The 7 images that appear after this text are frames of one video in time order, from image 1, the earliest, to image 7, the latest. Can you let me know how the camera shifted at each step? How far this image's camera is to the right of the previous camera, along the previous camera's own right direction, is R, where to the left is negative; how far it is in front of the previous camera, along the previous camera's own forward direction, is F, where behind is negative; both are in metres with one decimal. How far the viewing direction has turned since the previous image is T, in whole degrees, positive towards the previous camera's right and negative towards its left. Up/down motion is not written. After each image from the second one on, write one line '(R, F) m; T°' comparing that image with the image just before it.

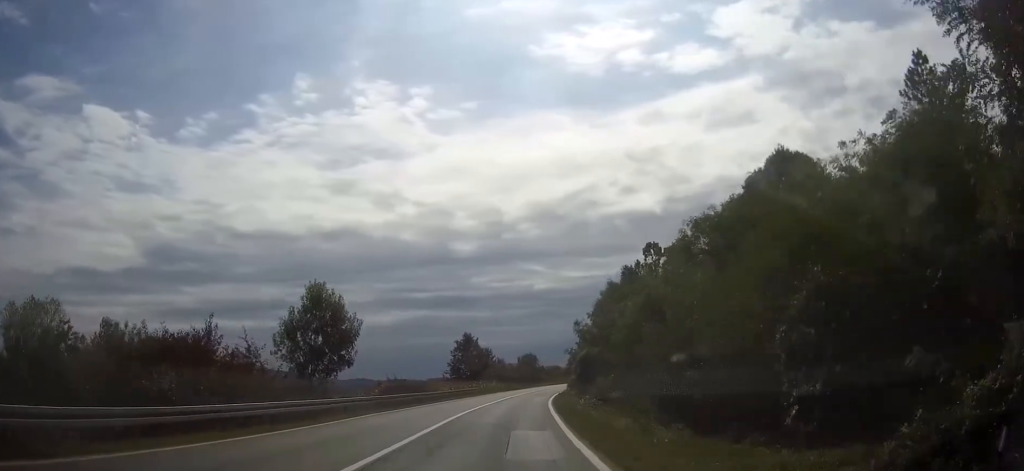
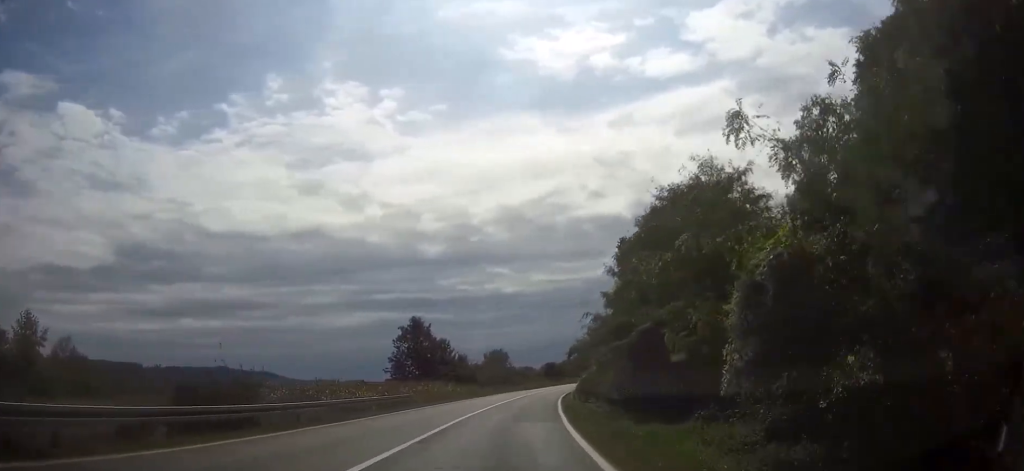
(+0.6, +30.0) m; +3°
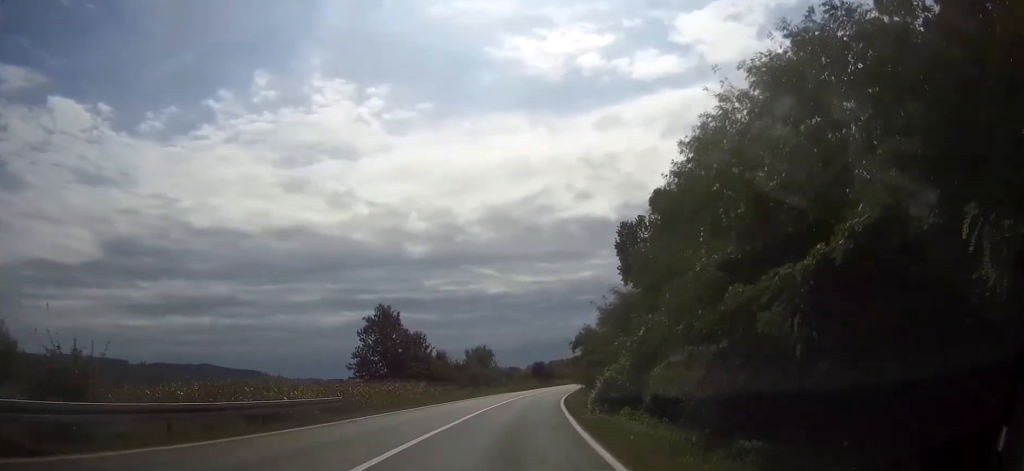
(+0.2, +12.4) m; +1°
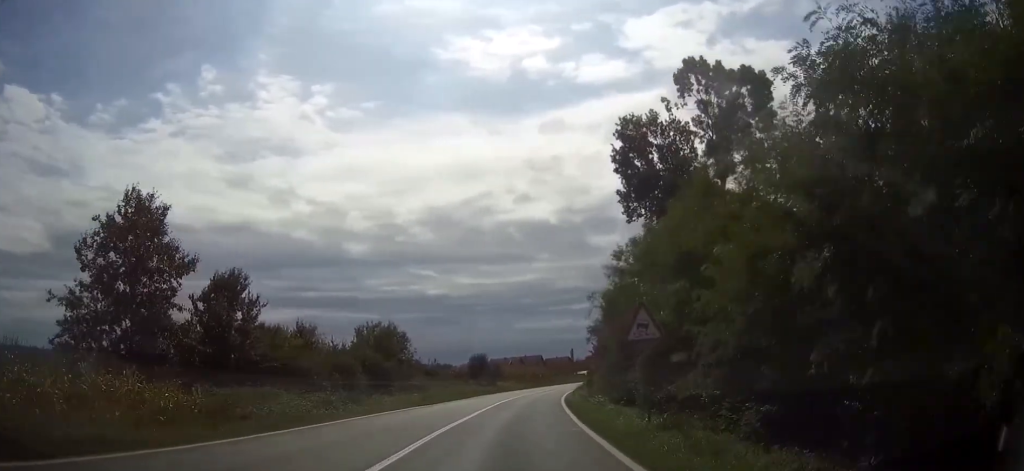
(+1.8, +42.0) m; +5°
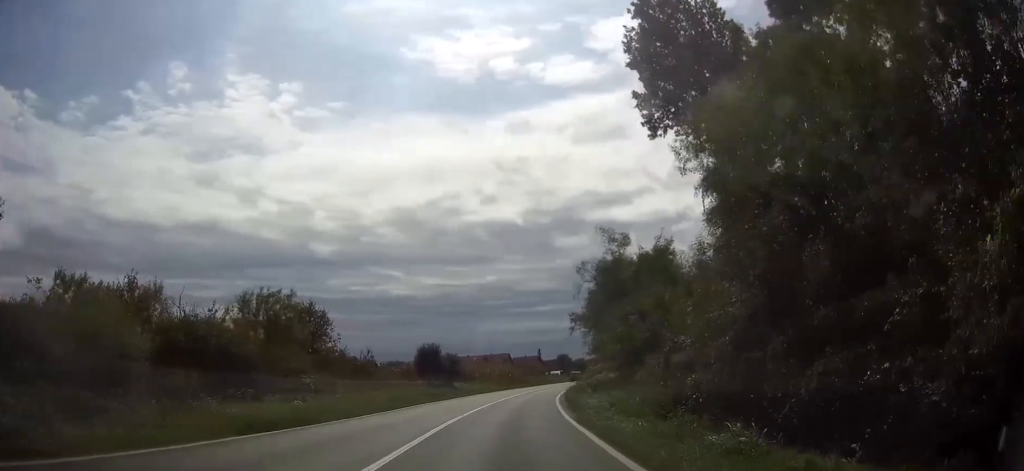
(+0.5, +21.3) m; +3°
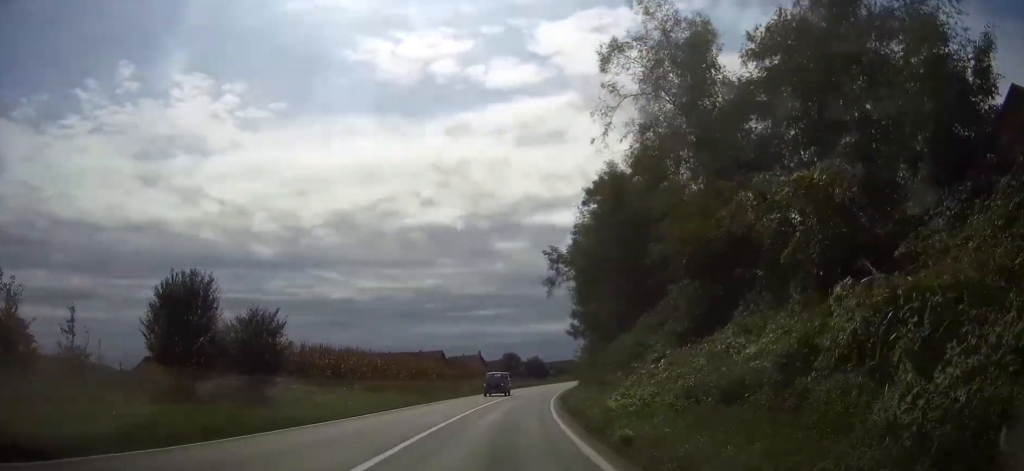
(+1.7, +40.4) m; +5°
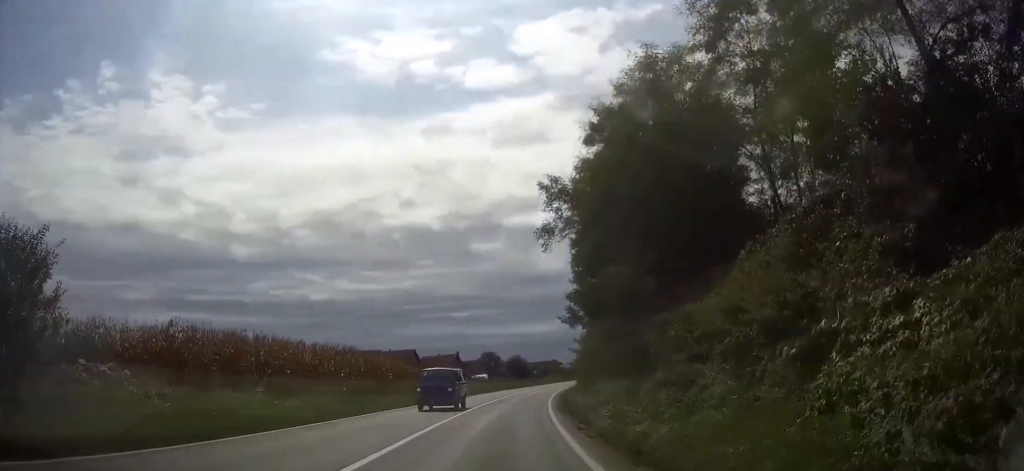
(+0.2, +13.8) m; +1°
